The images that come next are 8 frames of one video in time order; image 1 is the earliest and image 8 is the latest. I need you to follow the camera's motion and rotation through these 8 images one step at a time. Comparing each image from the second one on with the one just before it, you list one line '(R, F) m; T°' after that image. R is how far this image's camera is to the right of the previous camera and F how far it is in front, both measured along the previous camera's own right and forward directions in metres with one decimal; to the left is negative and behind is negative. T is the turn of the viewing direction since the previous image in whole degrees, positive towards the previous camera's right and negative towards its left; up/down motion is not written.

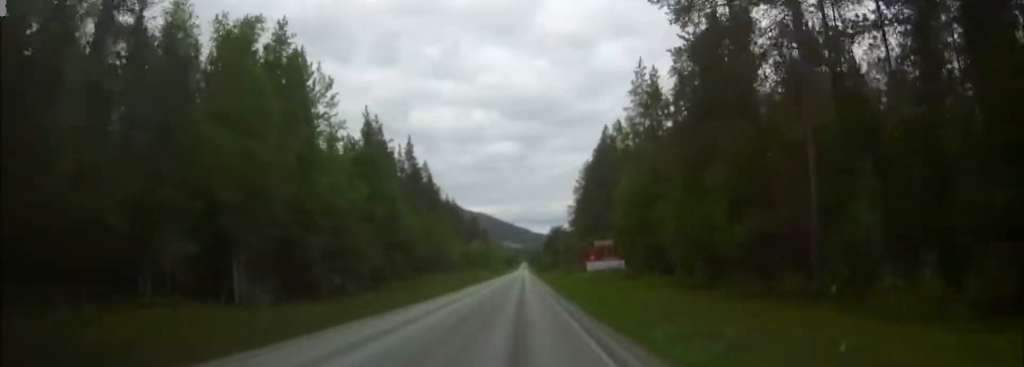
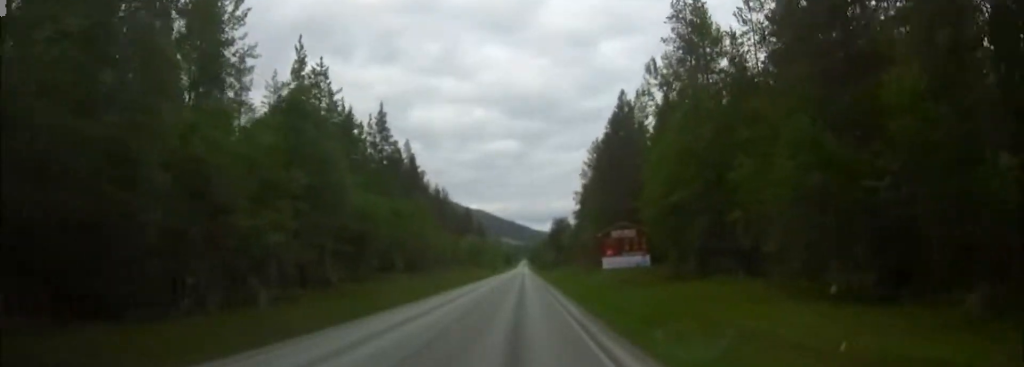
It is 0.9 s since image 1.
(0.0, +18.3) m; 0°
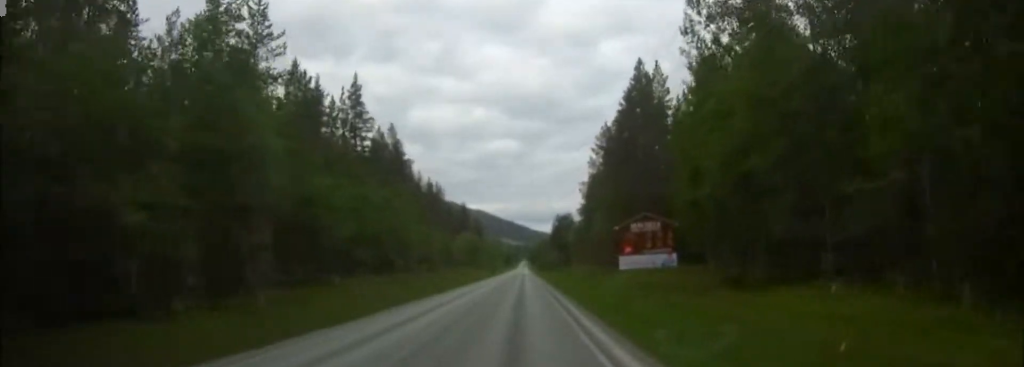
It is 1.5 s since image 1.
(-0.1, +12.9) m; 0°
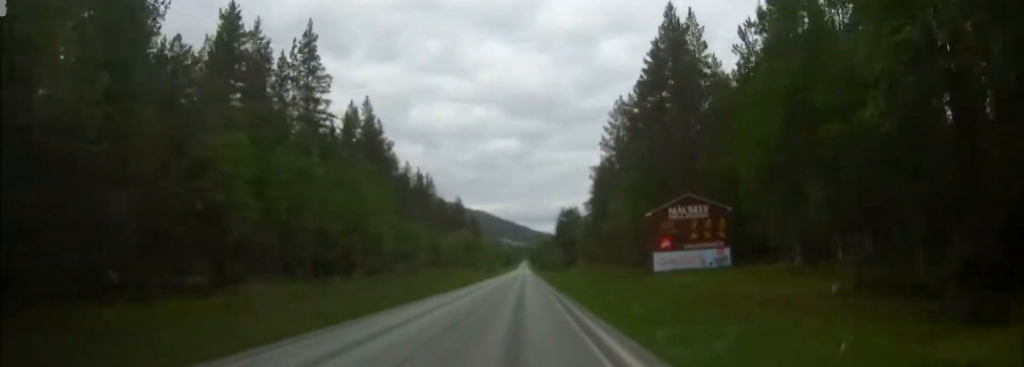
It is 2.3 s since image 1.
(0.0, +15.7) m; 0°
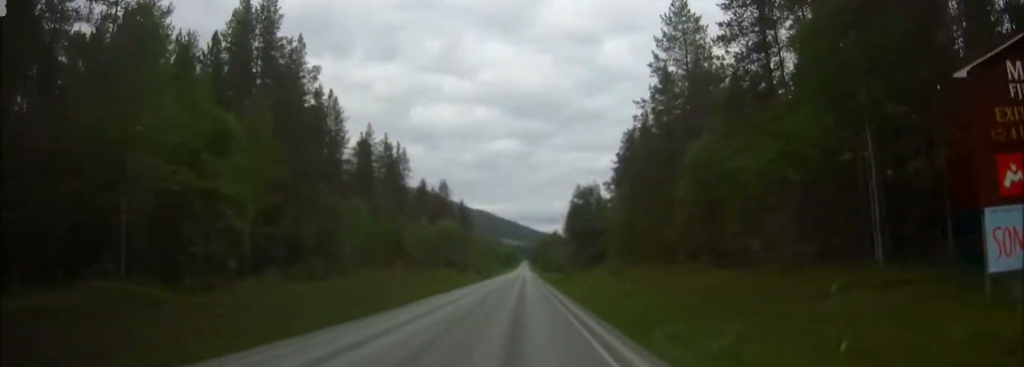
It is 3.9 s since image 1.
(+0.1, +33.4) m; 0°
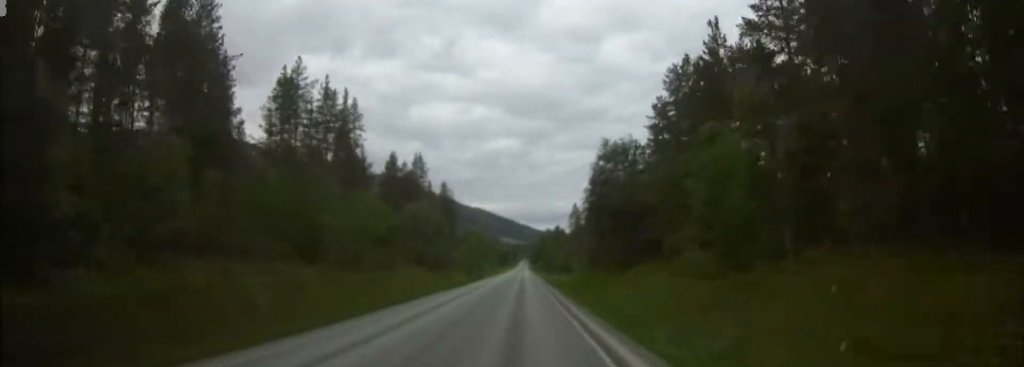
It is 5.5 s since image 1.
(0.0, +31.2) m; 0°
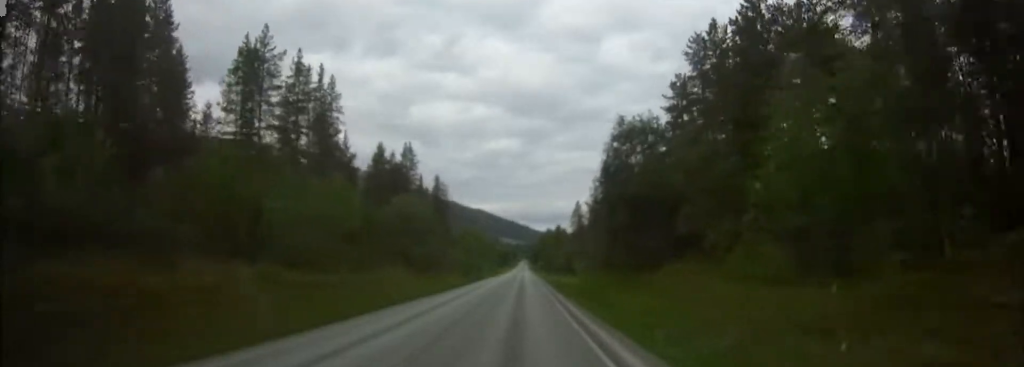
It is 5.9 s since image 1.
(0.0, +9.5) m; 0°
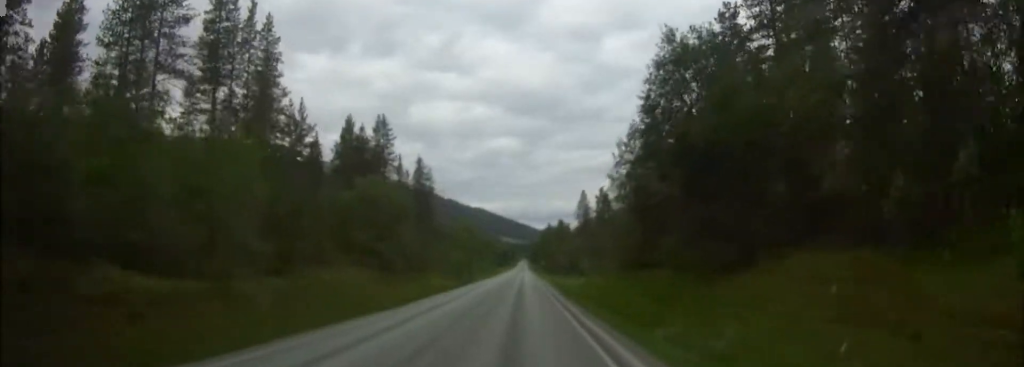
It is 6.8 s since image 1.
(+0.1, +17.6) m; 0°
